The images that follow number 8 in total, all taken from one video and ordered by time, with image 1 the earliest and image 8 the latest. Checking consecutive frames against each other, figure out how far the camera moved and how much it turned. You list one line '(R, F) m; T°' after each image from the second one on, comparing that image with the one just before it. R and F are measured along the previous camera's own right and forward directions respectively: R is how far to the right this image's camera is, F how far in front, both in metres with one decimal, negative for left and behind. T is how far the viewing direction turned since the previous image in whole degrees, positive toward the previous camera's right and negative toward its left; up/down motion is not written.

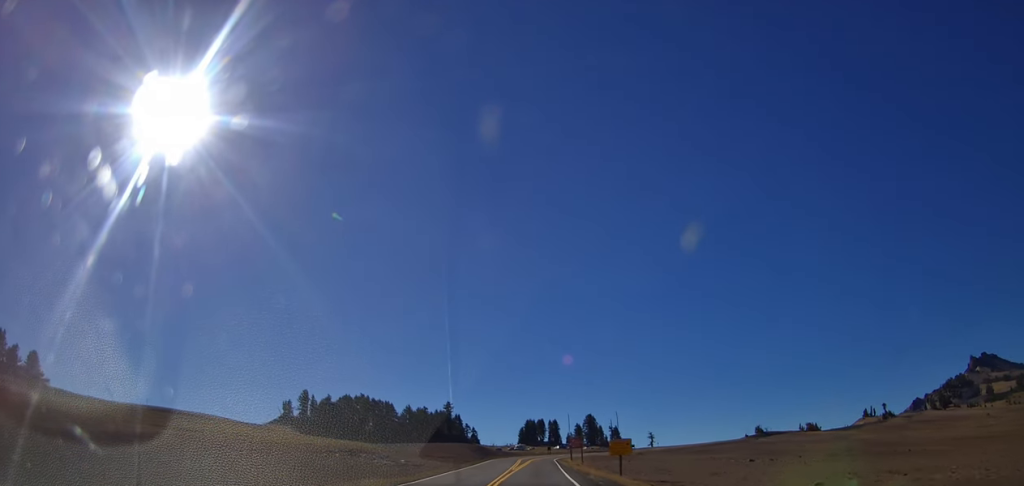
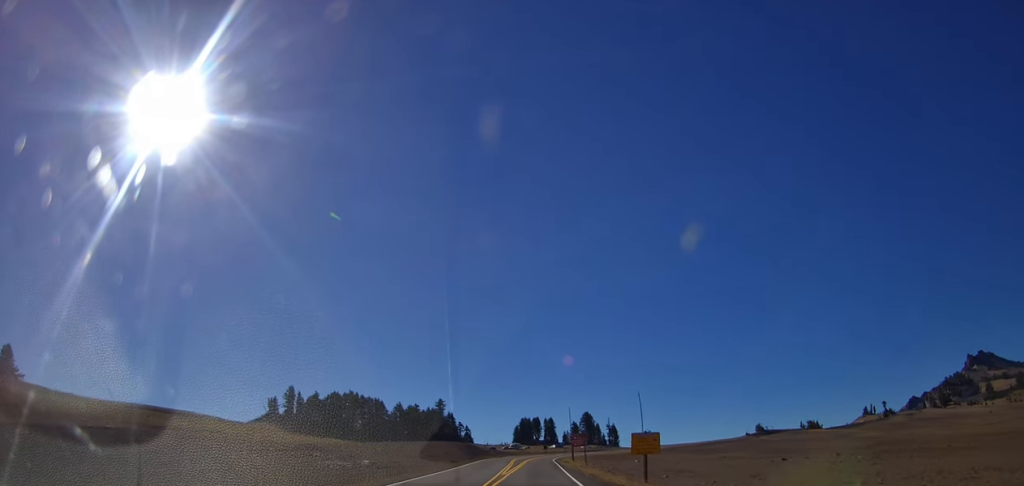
(0.0, +10.6) m; +1°
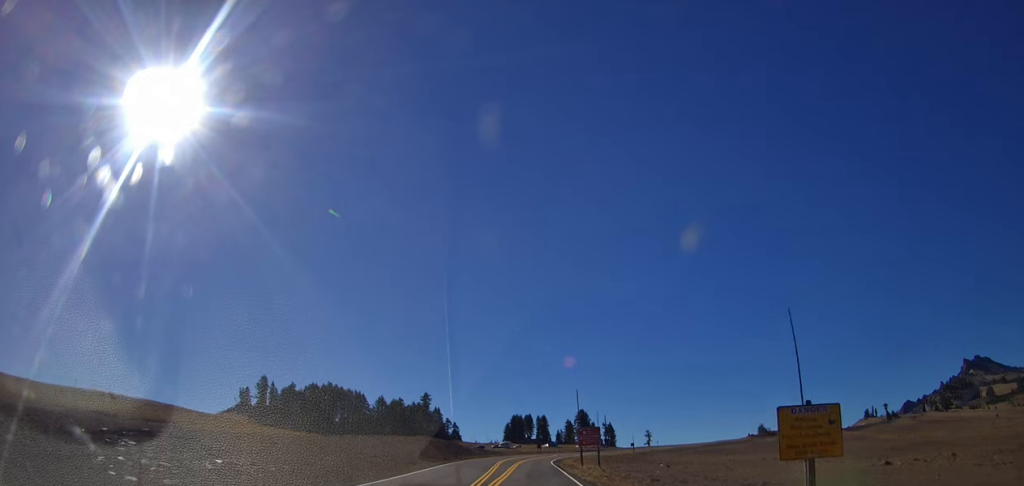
(+0.5, +20.5) m; +1°
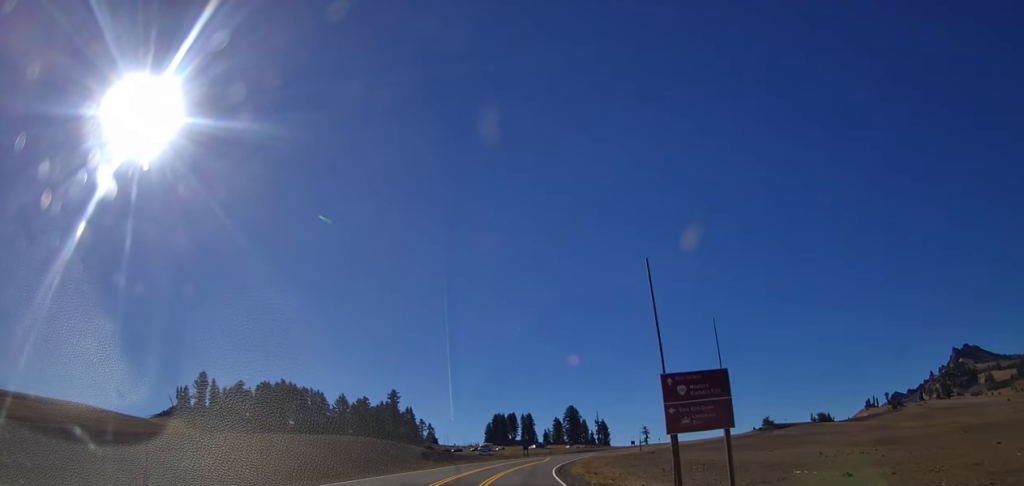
(+1.1, +36.5) m; +3°
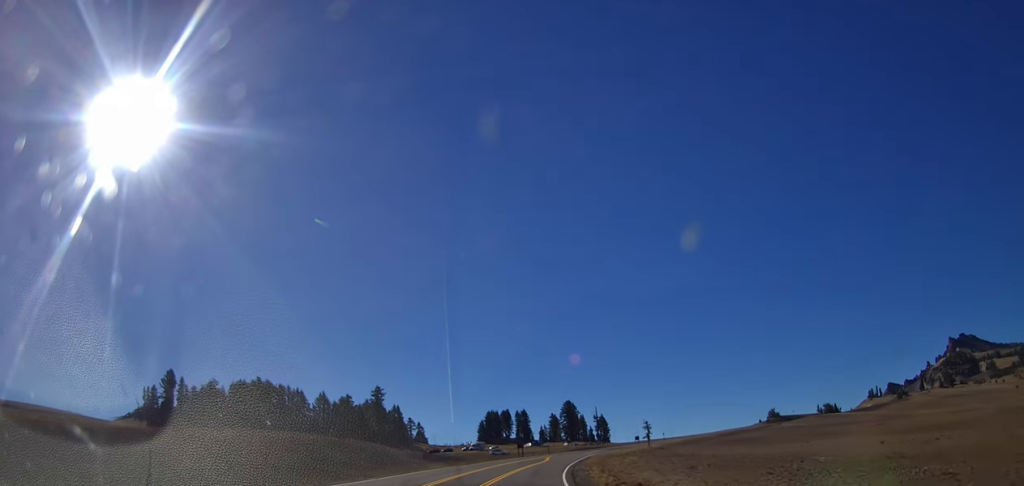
(-0.2, +17.1) m; -1°
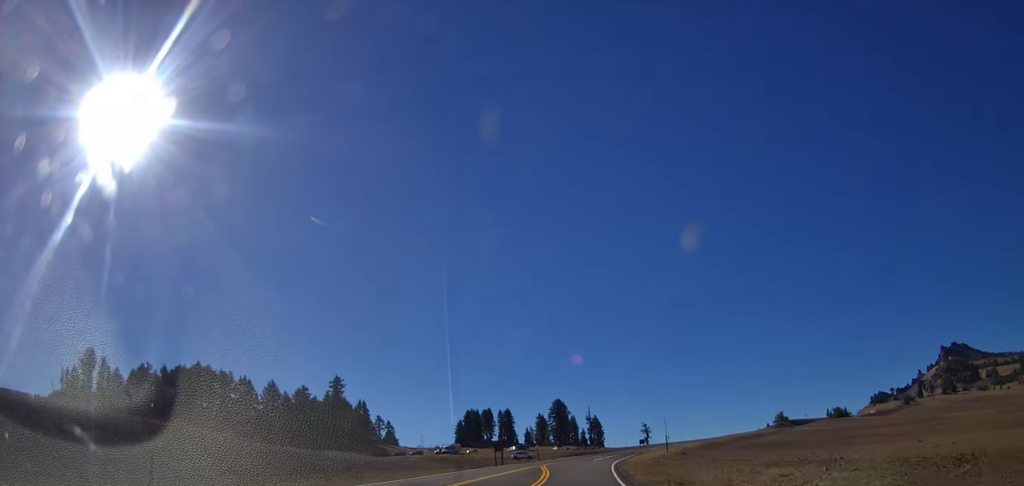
(-0.3, +32.5) m; +1°
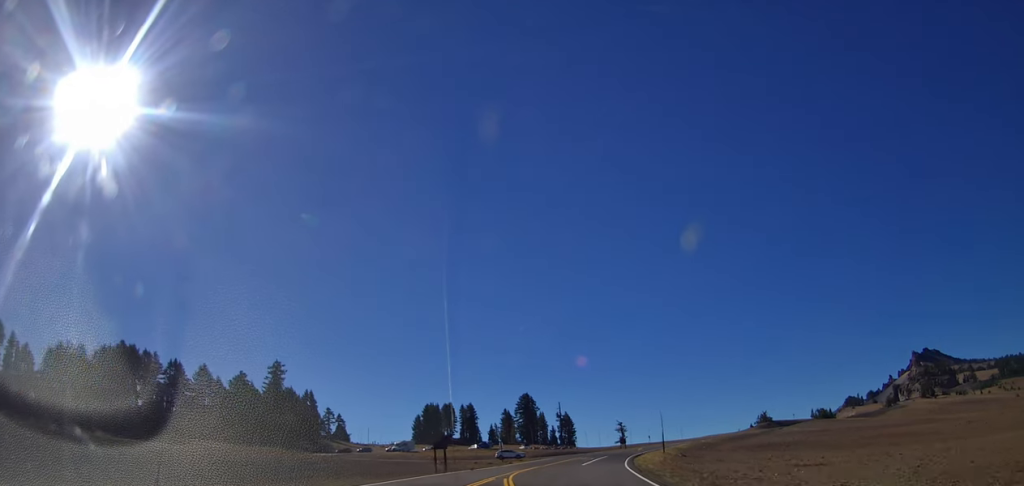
(+0.7, +22.7) m; +7°
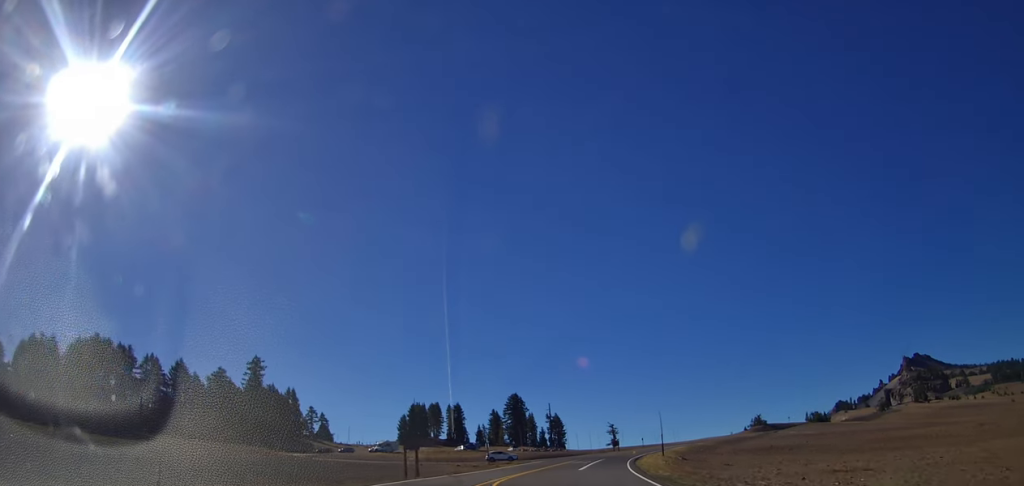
(+0.1, +6.8) m; +1°
